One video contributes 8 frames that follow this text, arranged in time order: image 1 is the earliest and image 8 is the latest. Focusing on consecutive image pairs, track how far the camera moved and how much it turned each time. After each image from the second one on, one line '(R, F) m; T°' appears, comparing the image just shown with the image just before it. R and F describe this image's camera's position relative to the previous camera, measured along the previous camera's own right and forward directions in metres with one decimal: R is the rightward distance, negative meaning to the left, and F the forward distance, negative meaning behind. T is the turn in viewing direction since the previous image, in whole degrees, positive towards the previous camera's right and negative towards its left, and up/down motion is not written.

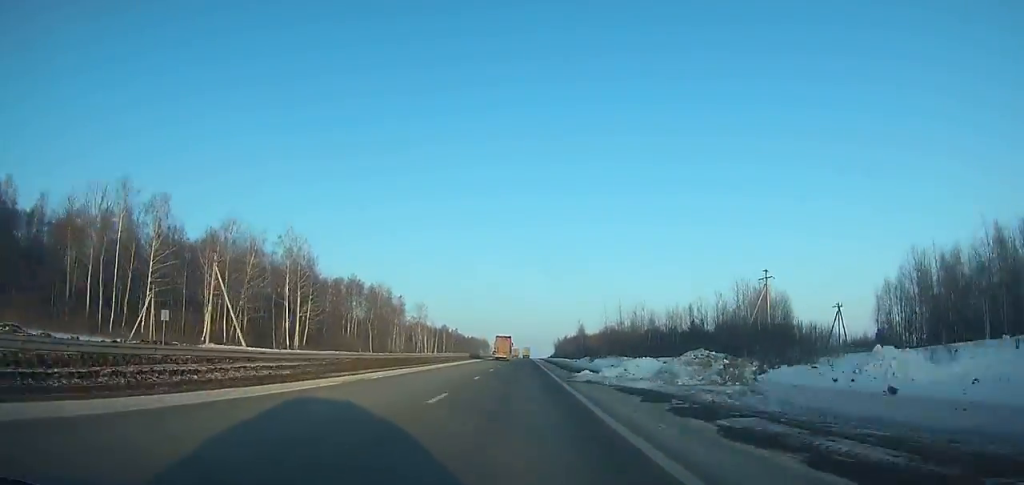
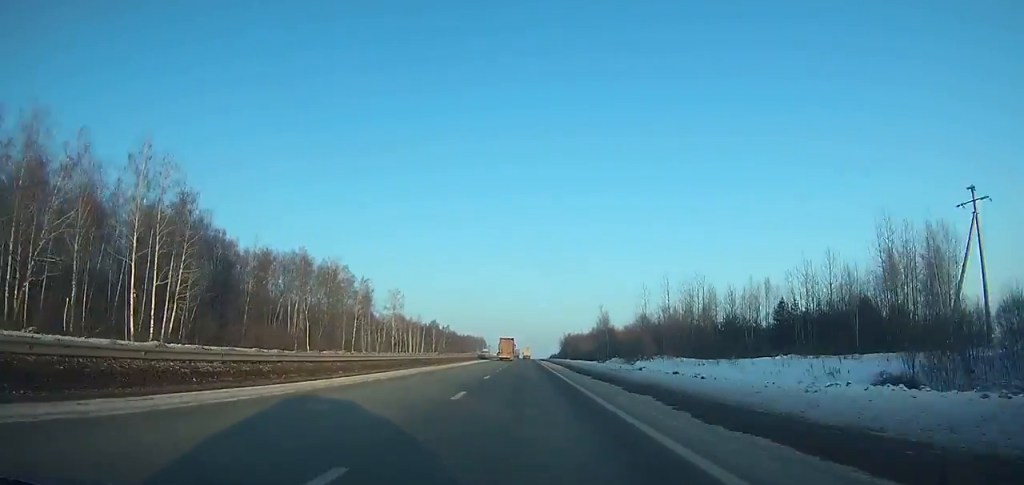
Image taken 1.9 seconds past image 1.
(+0.1, +47.0) m; 0°
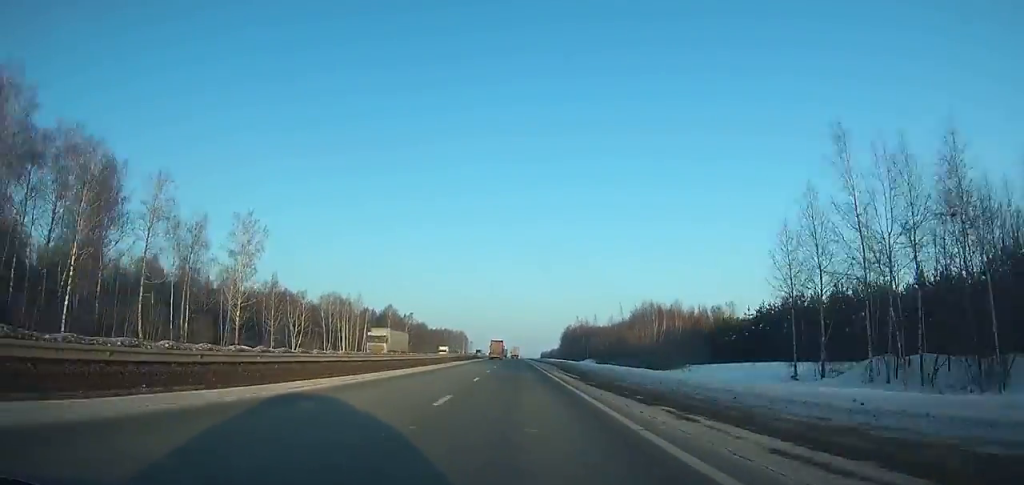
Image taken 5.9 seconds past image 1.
(+0.7, +99.1) m; 0°
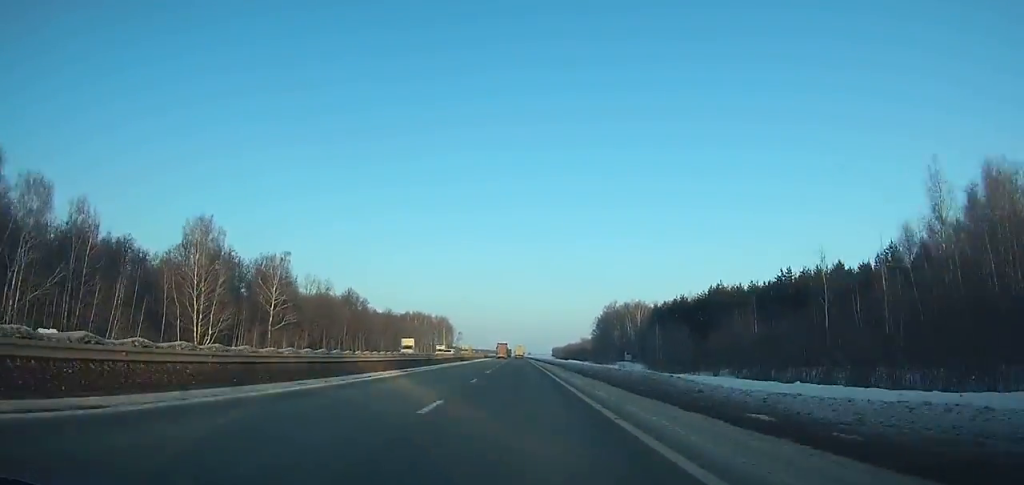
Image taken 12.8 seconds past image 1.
(-0.8, +172.5) m; -1°
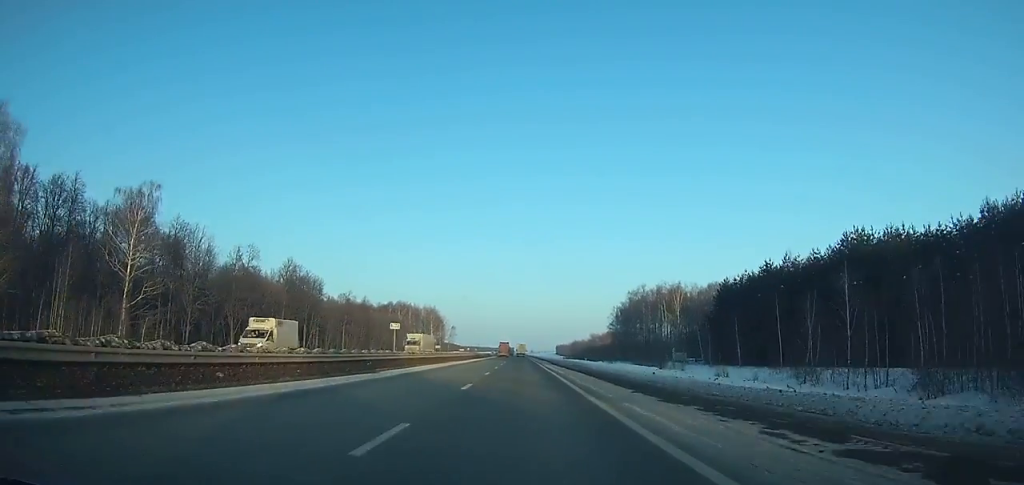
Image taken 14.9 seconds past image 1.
(-0.1, +52.9) m; 0°
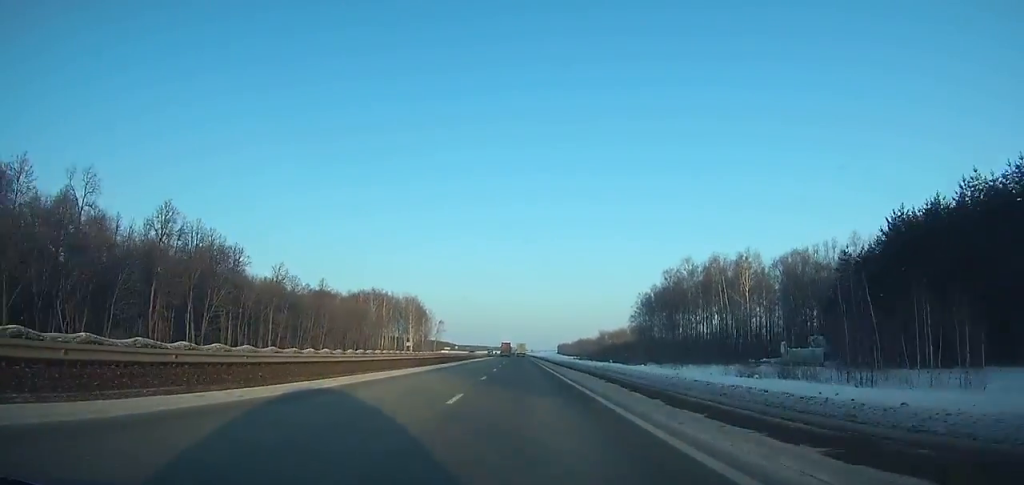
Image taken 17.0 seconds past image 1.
(+0.1, +53.0) m; 0°
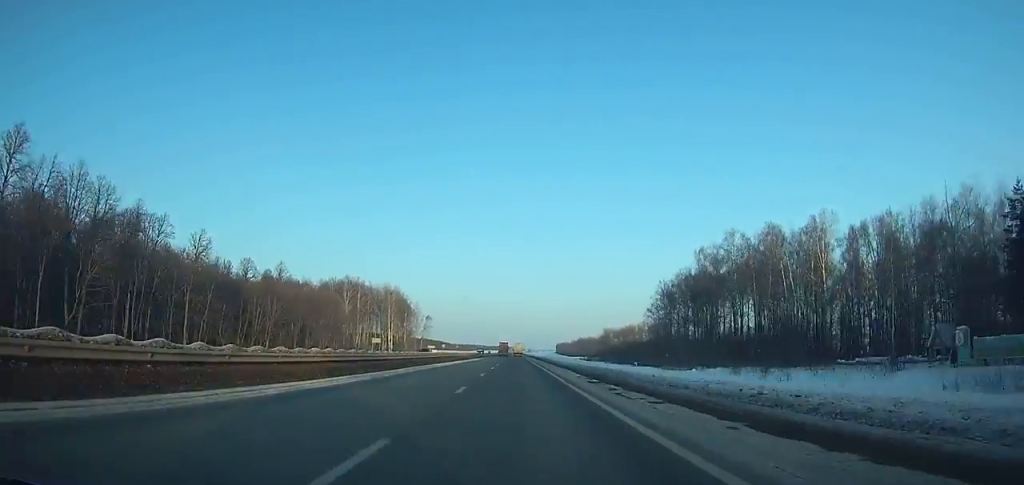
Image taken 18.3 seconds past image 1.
(0.0, +32.7) m; 0°
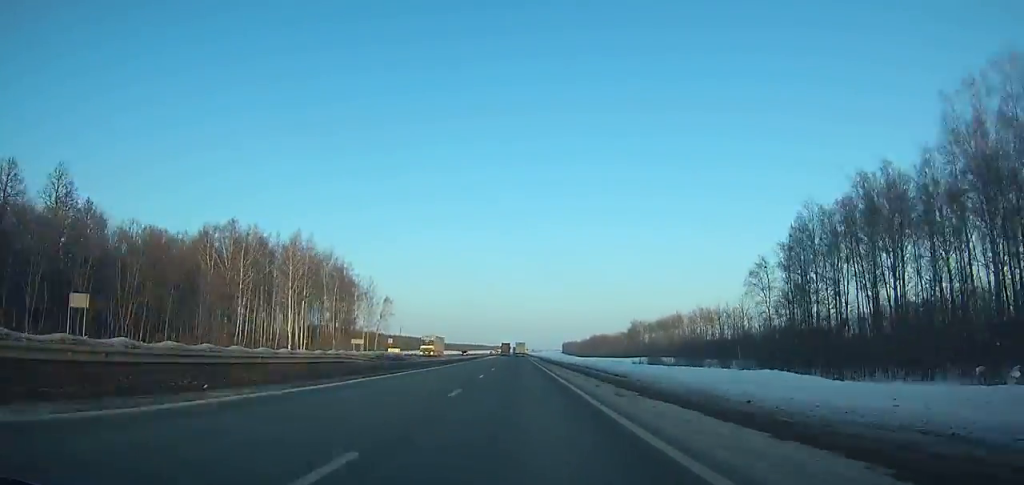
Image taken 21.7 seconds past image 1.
(0.0, +85.5) m; 0°
